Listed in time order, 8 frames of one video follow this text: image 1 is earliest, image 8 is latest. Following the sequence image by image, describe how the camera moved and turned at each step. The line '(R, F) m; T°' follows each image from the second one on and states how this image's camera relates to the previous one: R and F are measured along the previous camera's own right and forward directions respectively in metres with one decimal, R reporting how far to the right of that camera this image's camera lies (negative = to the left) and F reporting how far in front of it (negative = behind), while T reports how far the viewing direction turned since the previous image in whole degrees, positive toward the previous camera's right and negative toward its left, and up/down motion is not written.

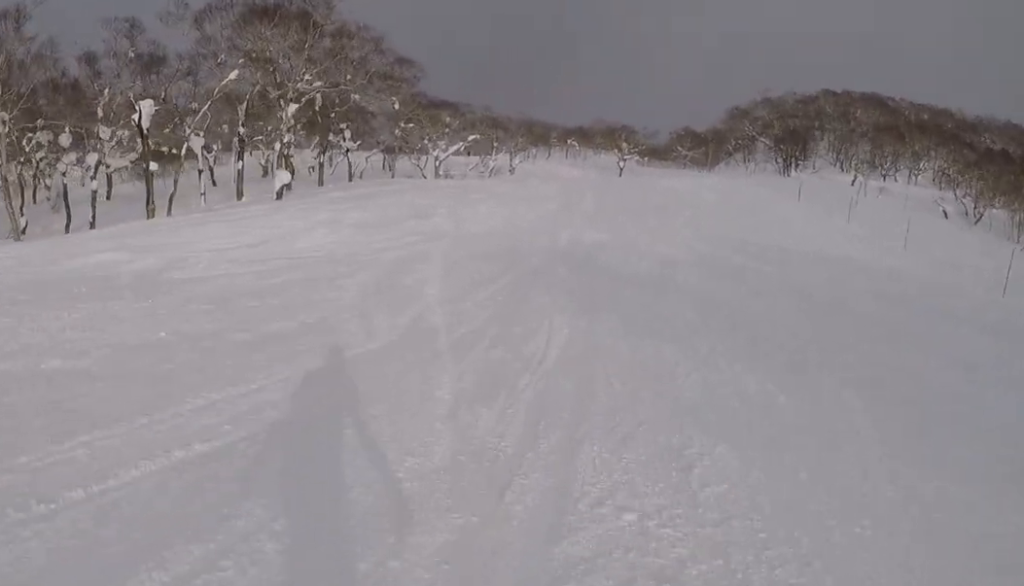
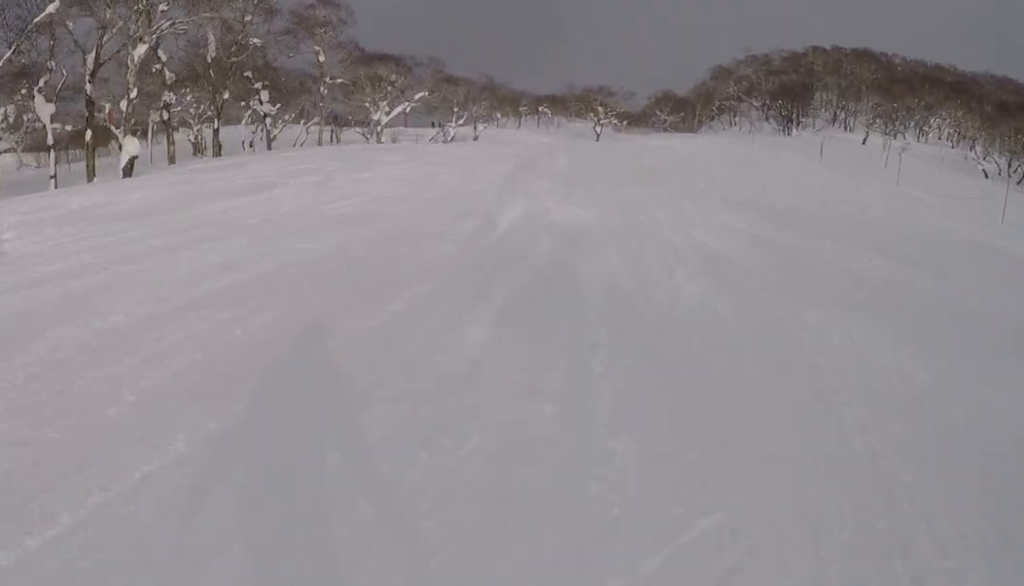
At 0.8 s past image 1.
(+0.1, +11.6) m; -2°
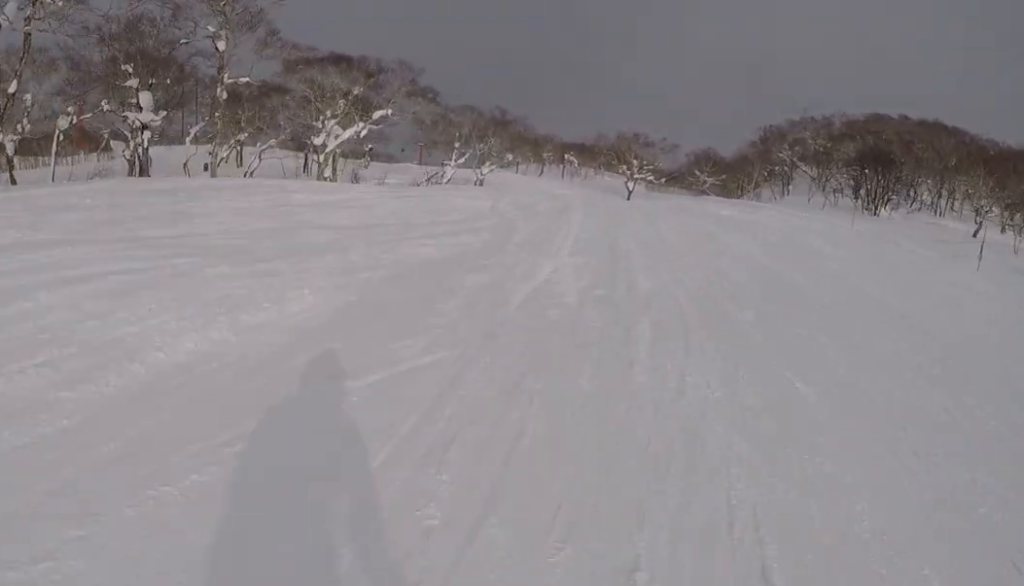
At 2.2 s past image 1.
(-1.3, +18.7) m; 0°
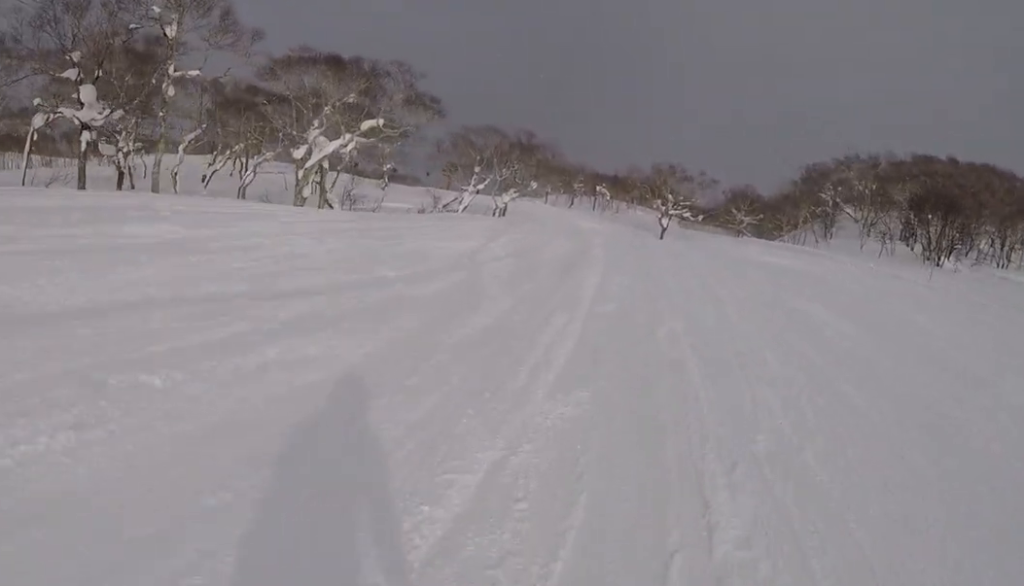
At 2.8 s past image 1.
(+0.5, +7.6) m; 0°
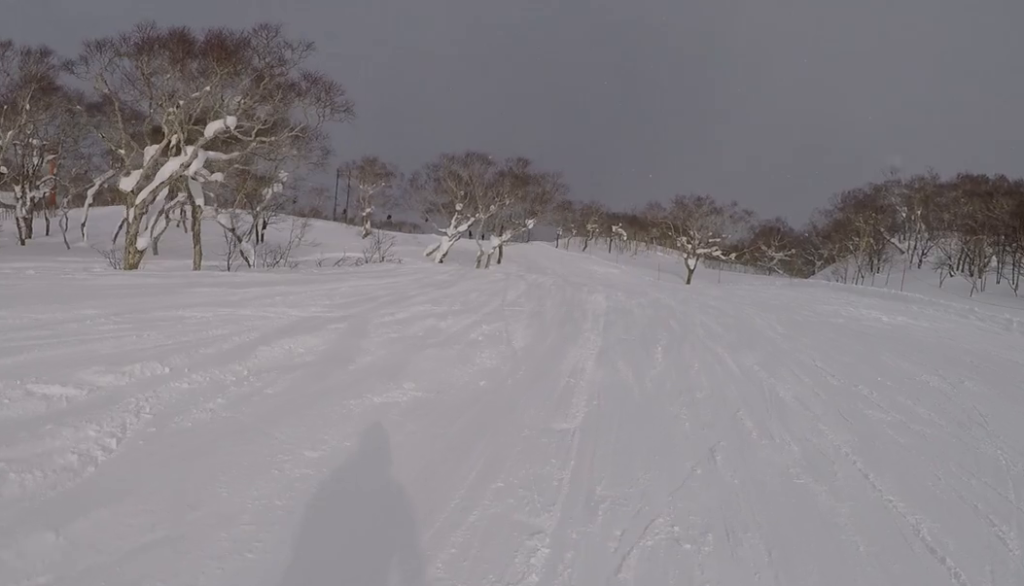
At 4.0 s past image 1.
(-0.2, +14.3) m; -2°
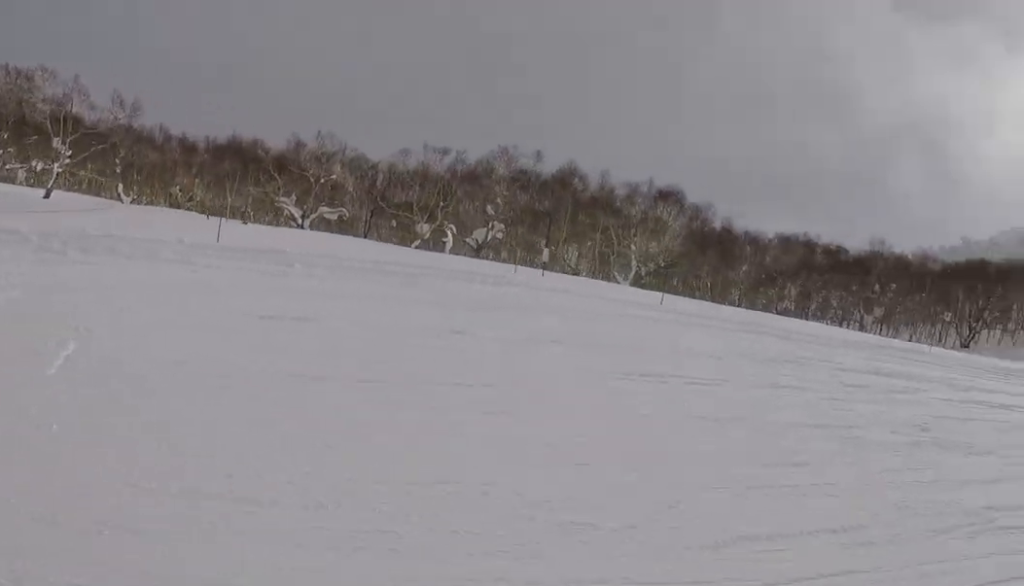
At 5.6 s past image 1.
(+1.0, +18.8) m; +4°
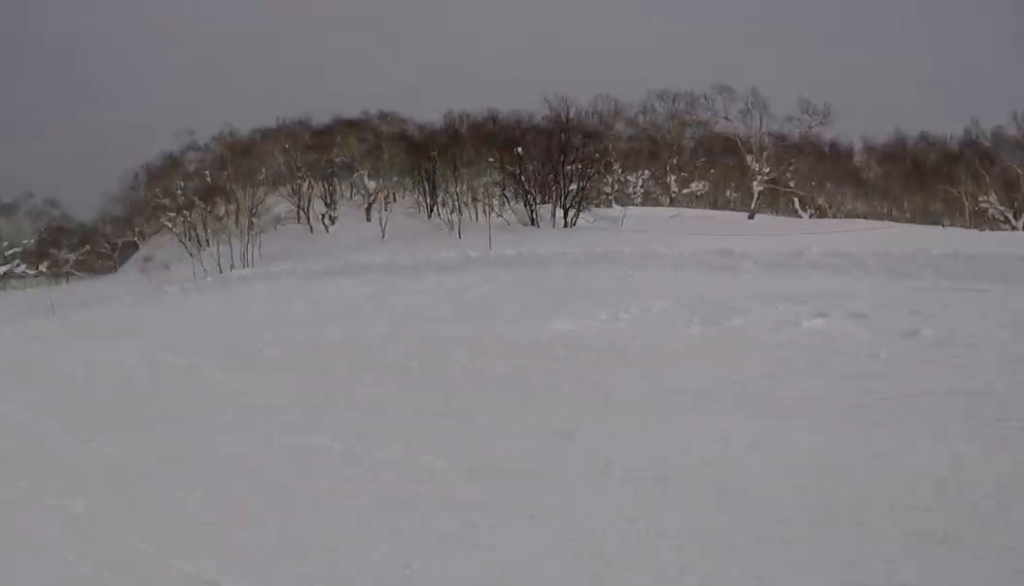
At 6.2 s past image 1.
(+0.1, +5.7) m; -5°
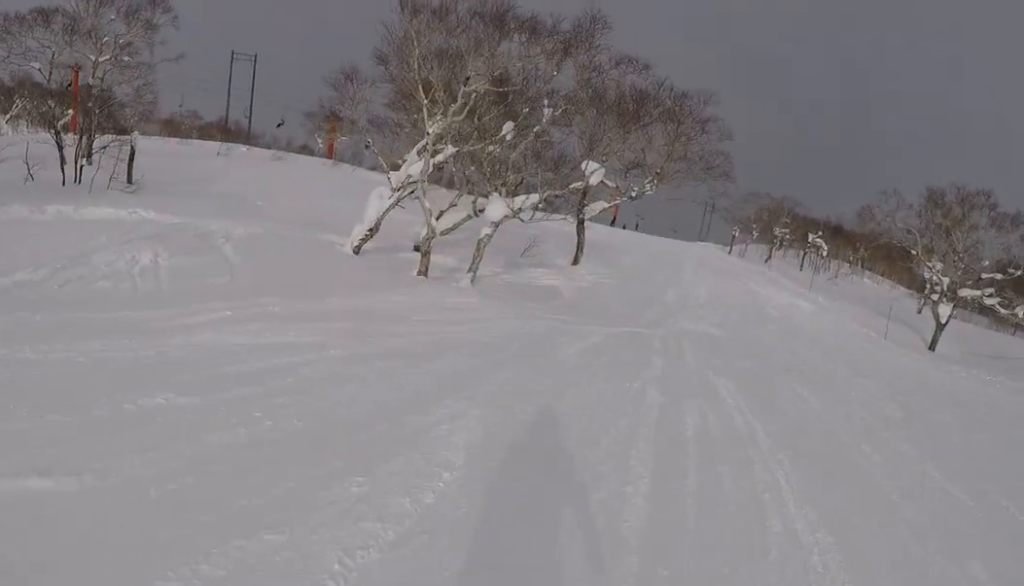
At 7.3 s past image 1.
(-1.3, +10.5) m; -6°
